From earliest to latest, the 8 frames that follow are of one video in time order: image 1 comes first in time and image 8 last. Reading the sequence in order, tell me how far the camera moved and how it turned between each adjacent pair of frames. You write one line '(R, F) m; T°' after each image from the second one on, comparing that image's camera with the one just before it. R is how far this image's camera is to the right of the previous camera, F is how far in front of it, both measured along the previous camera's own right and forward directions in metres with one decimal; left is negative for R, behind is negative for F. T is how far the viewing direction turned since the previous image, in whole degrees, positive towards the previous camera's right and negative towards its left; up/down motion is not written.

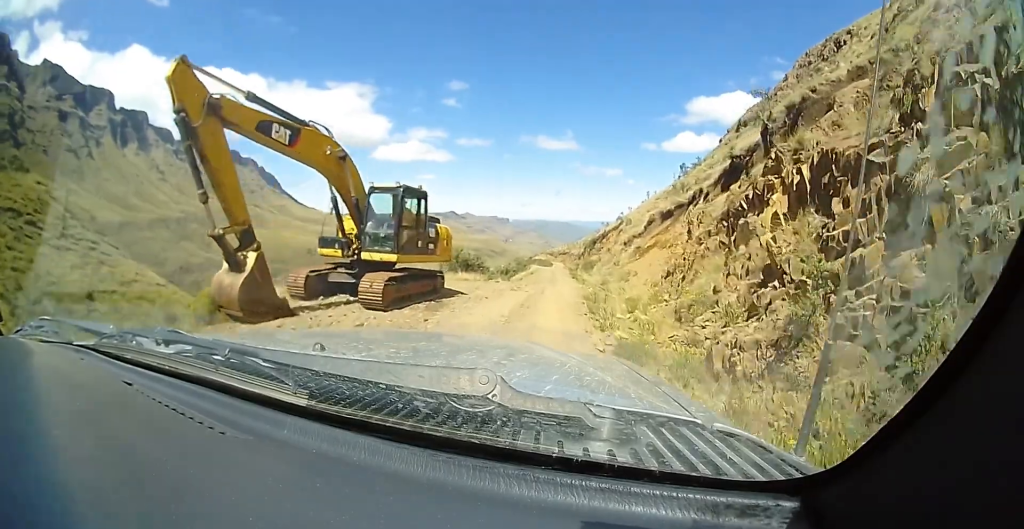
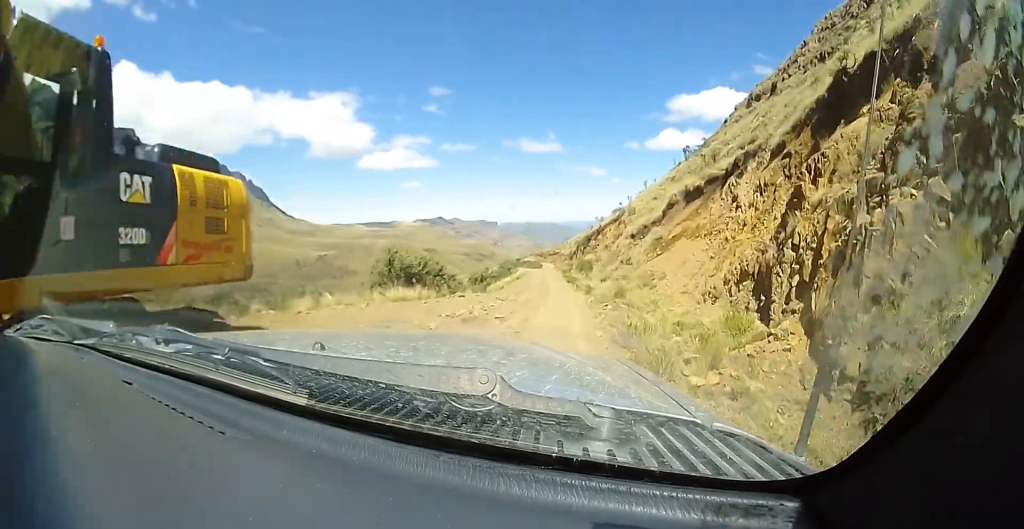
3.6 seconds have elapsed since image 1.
(+0.1, +6.9) m; +5°
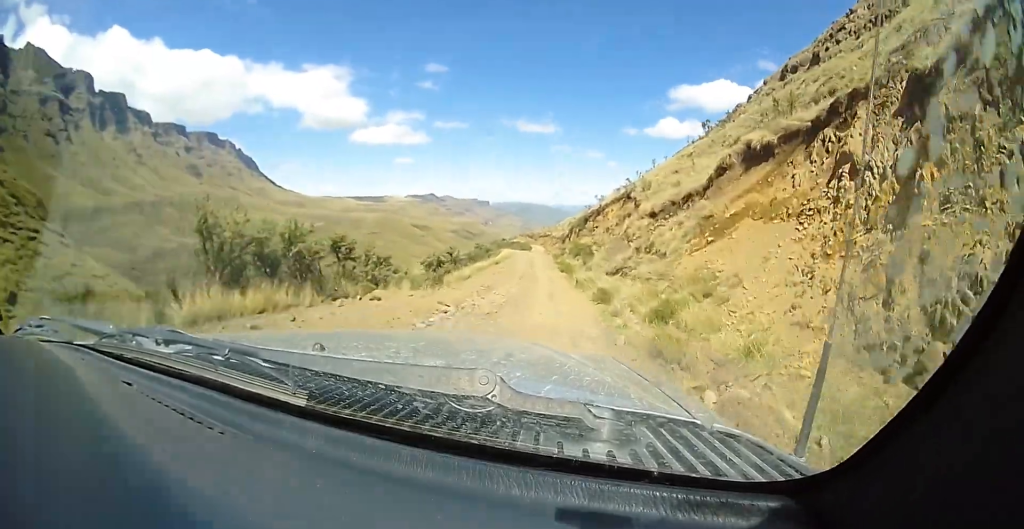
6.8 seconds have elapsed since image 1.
(+0.3, +6.1) m; +6°
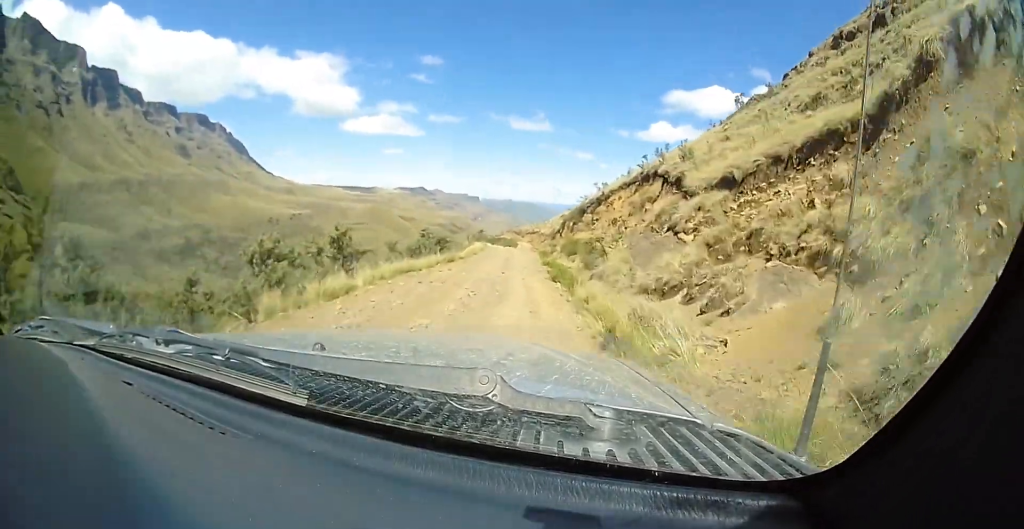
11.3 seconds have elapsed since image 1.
(+0.4, +8.9) m; +1°
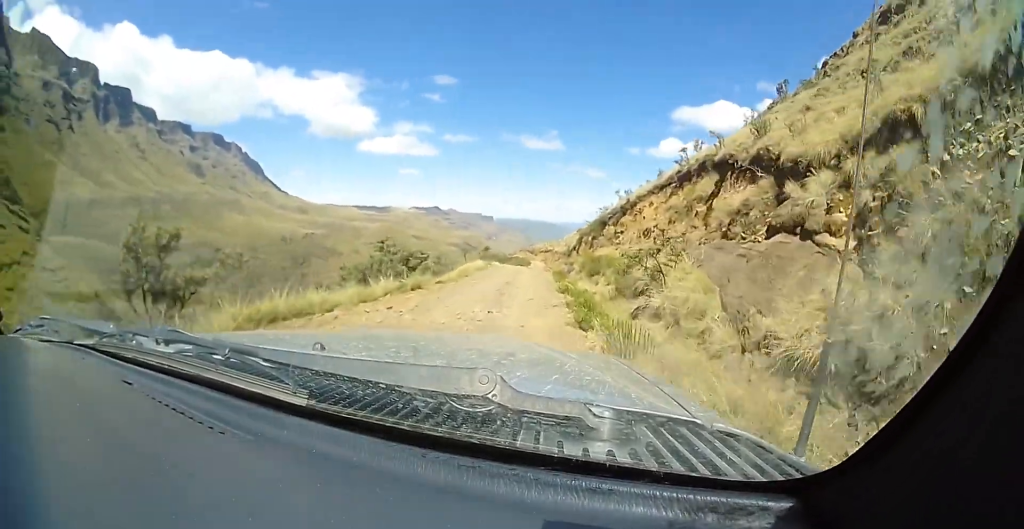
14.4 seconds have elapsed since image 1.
(-0.3, +6.4) m; -1°
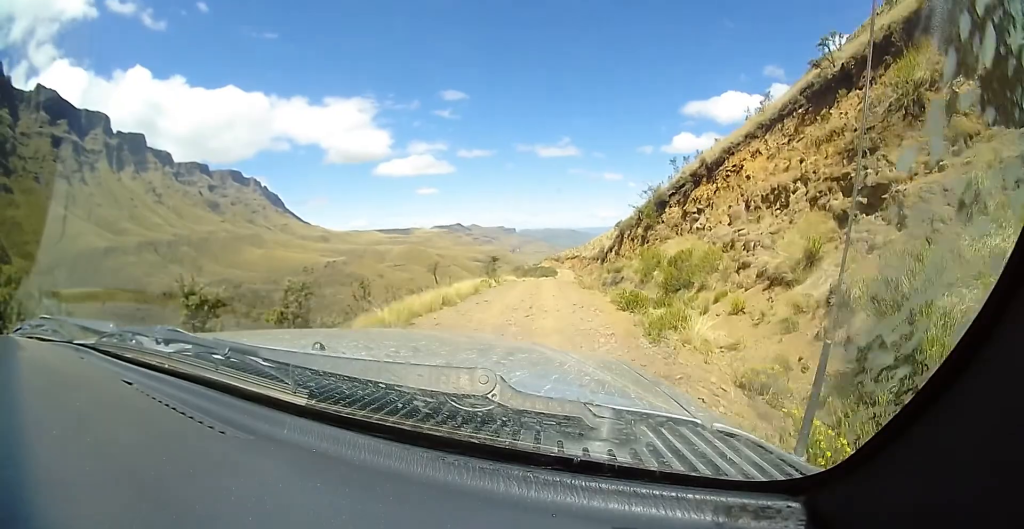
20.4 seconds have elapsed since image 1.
(+0.1, +14.8) m; +1°
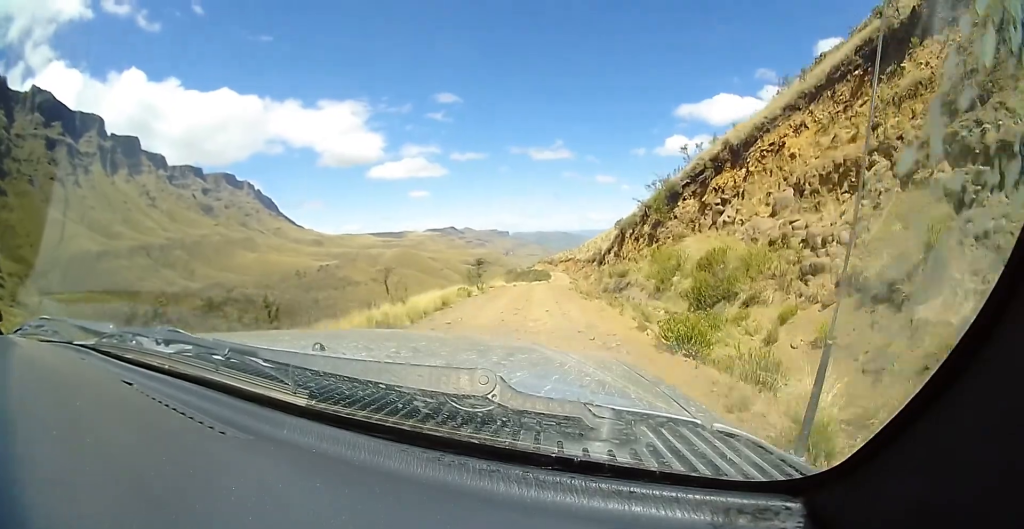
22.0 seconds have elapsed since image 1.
(-0.1, +4.3) m; +1°
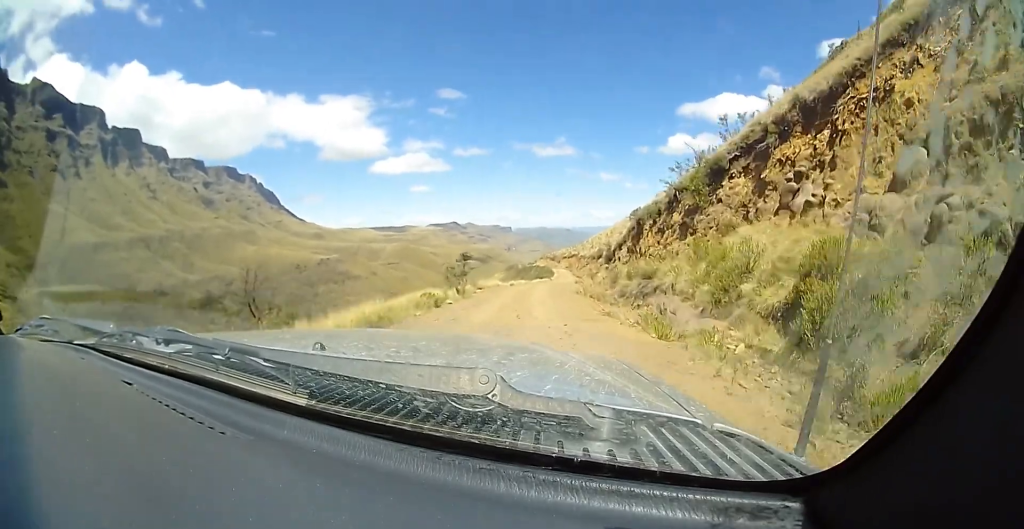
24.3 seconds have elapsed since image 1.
(+0.2, +6.4) m; -1°
